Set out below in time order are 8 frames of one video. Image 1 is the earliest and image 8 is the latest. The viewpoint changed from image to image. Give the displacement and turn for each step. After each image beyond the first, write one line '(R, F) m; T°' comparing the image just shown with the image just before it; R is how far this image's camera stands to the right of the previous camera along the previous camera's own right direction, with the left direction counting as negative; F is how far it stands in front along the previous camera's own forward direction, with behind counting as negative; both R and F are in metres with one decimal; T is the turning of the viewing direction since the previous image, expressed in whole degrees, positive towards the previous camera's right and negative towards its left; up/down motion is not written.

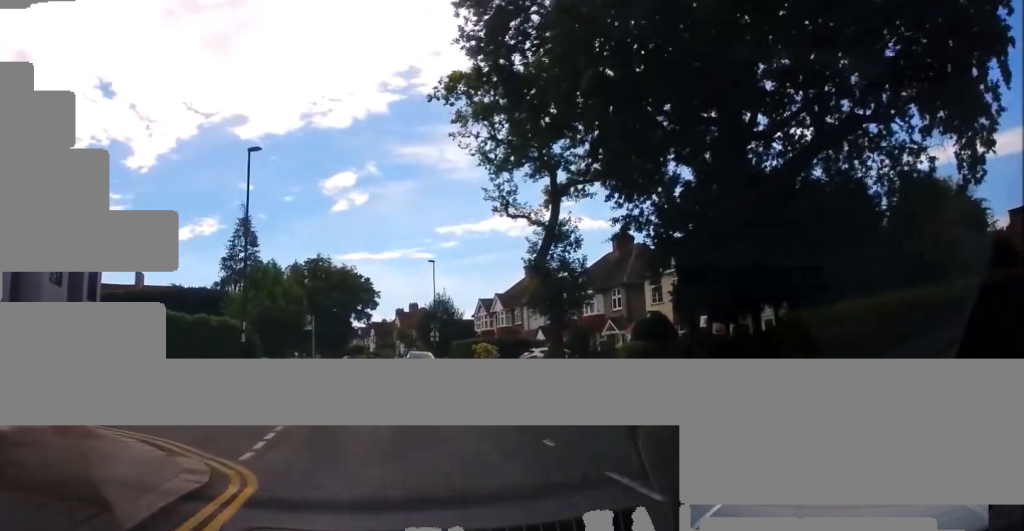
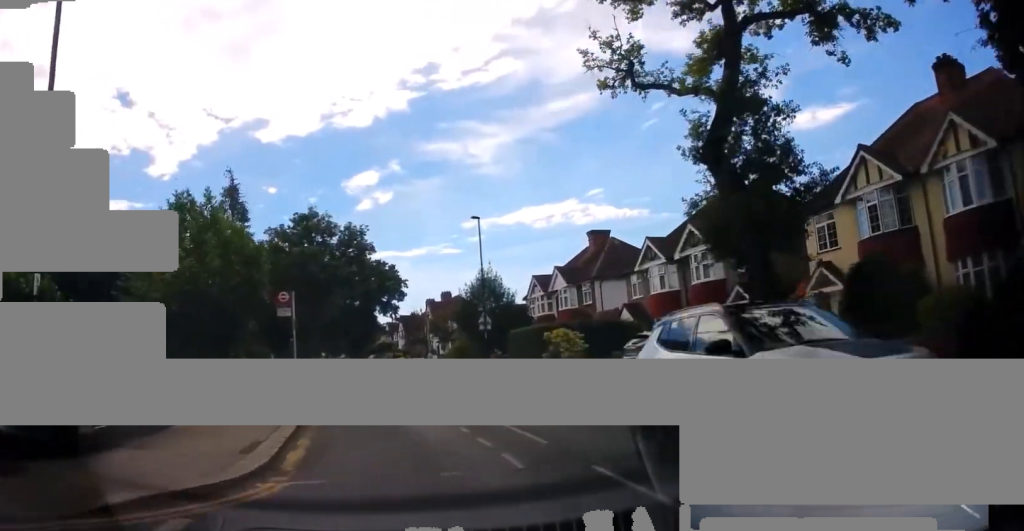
(-0.4, +14.0) m; -2°
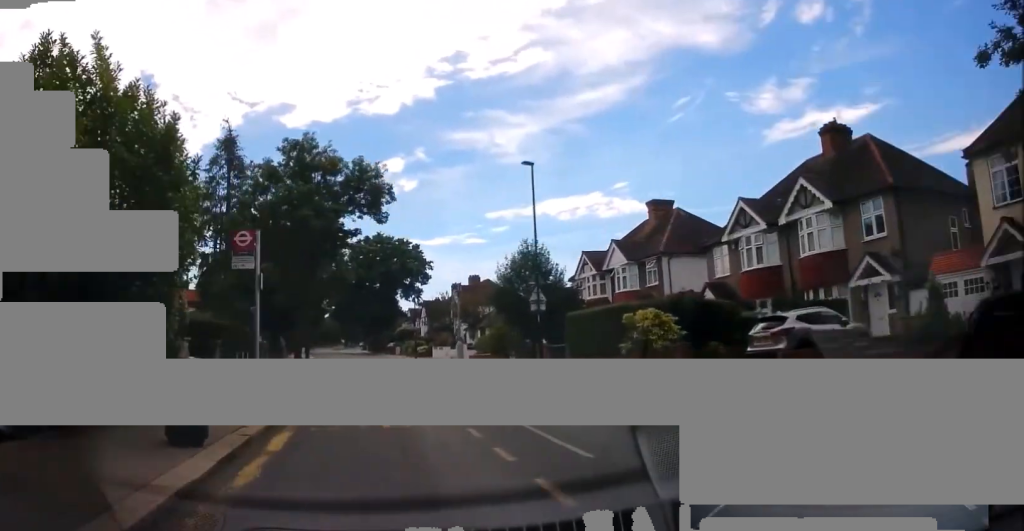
(0.0, +8.2) m; 0°
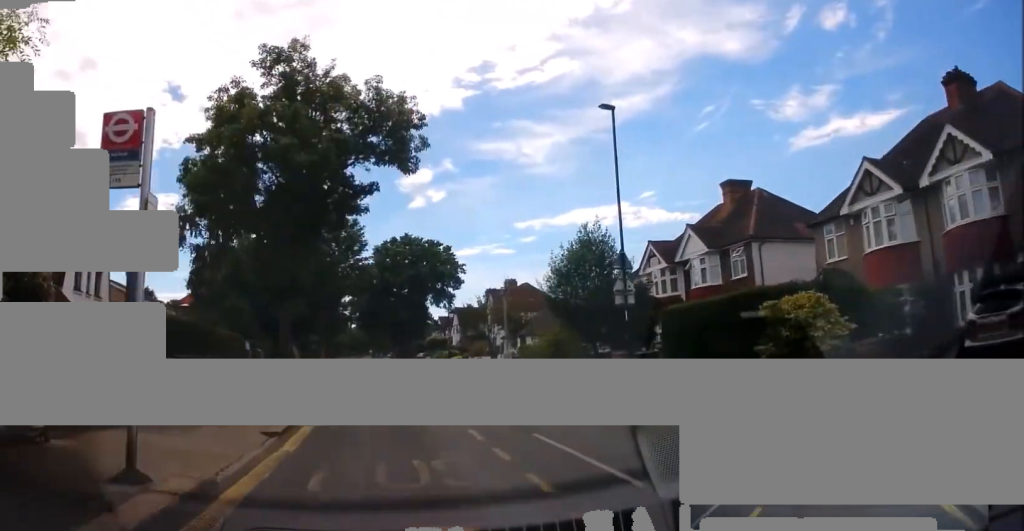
(+0.1, +6.8) m; -4°
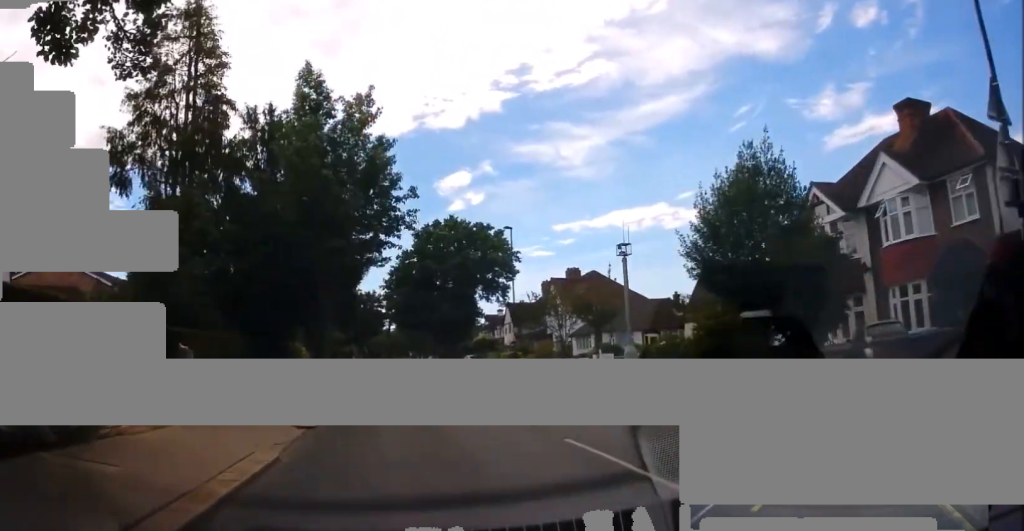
(-1.3, +12.6) m; -7°
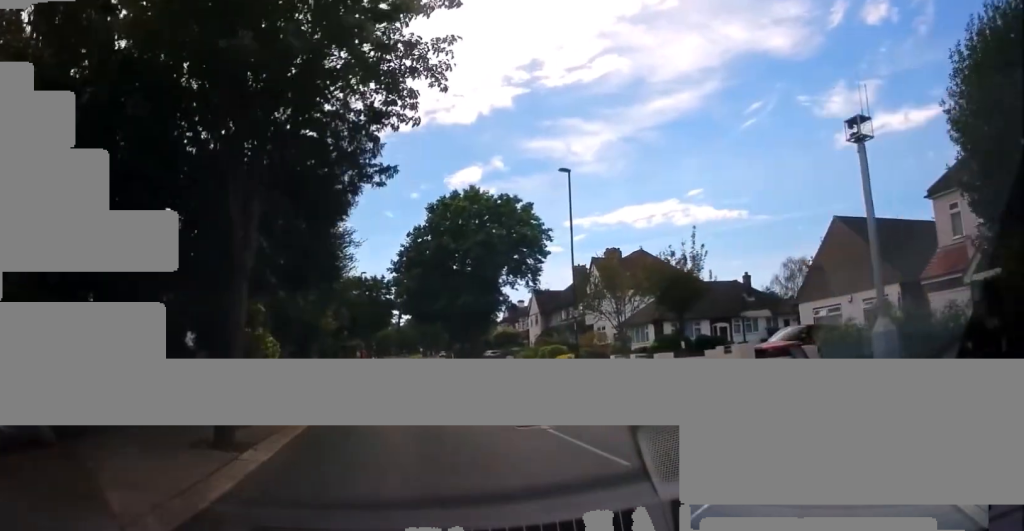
(-0.1, +10.9) m; 0°
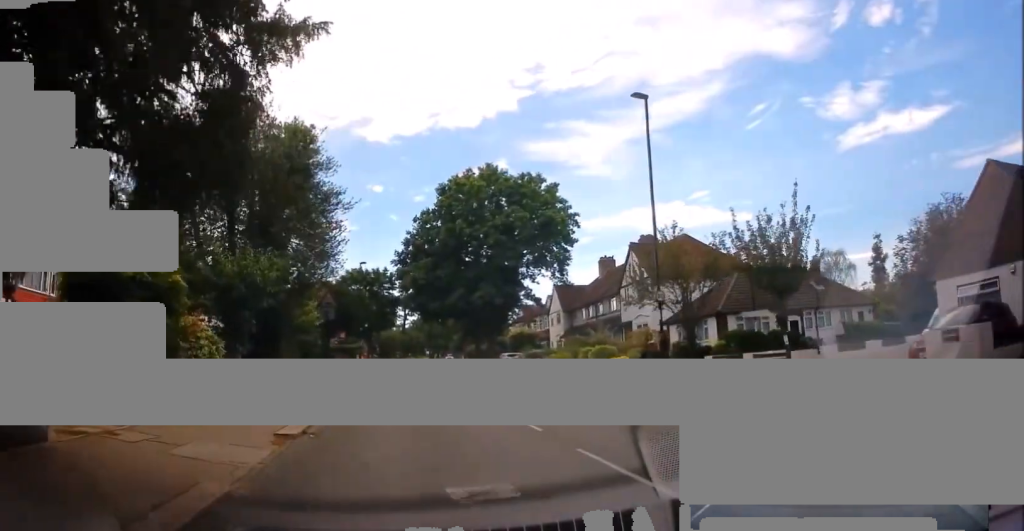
(+0.1, +8.3) m; -1°
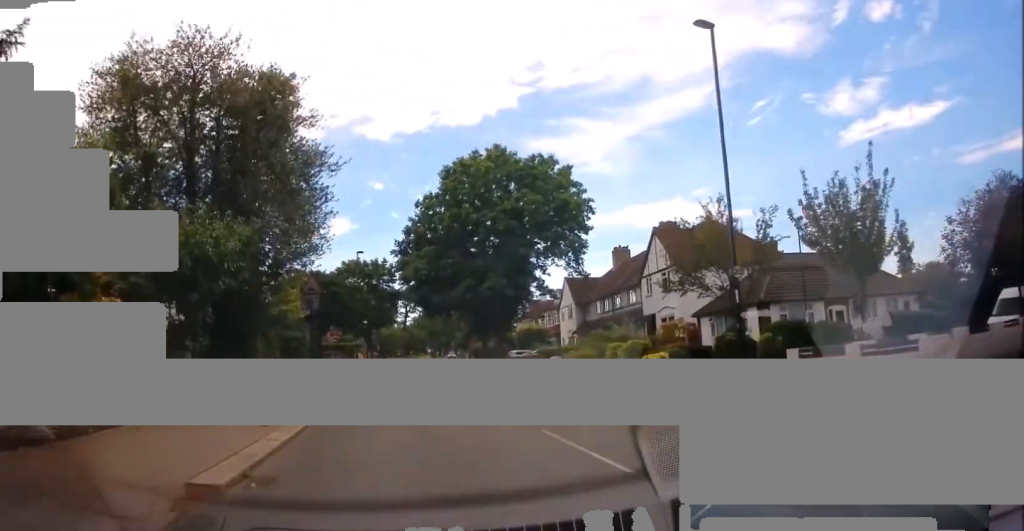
(-0.1, +4.2) m; -1°
